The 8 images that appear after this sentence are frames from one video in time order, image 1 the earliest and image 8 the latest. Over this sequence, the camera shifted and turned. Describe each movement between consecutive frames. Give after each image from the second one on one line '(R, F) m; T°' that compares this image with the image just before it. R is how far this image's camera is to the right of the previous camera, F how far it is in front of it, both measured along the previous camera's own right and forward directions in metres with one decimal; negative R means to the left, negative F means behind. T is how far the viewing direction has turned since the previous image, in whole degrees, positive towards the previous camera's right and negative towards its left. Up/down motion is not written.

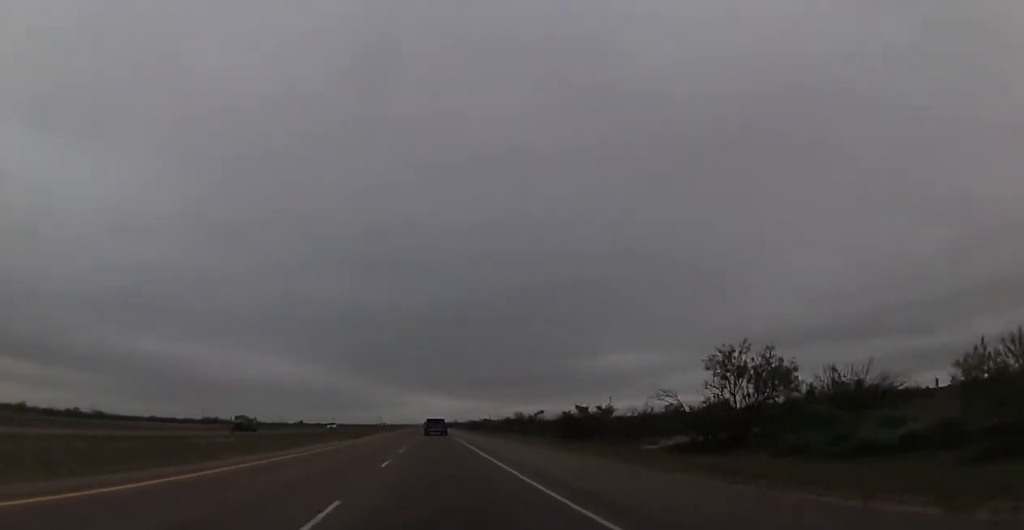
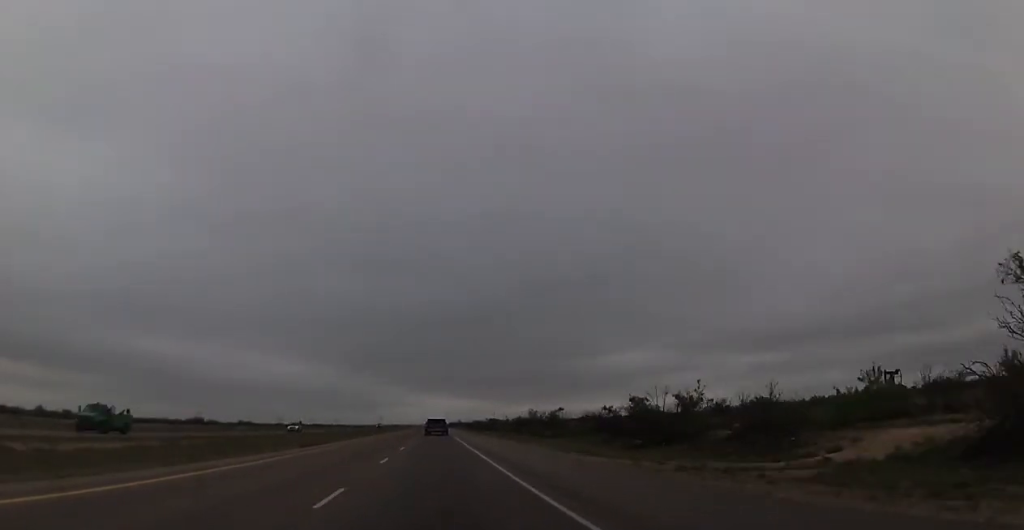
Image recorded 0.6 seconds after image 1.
(-0.1, +22.1) m; 0°
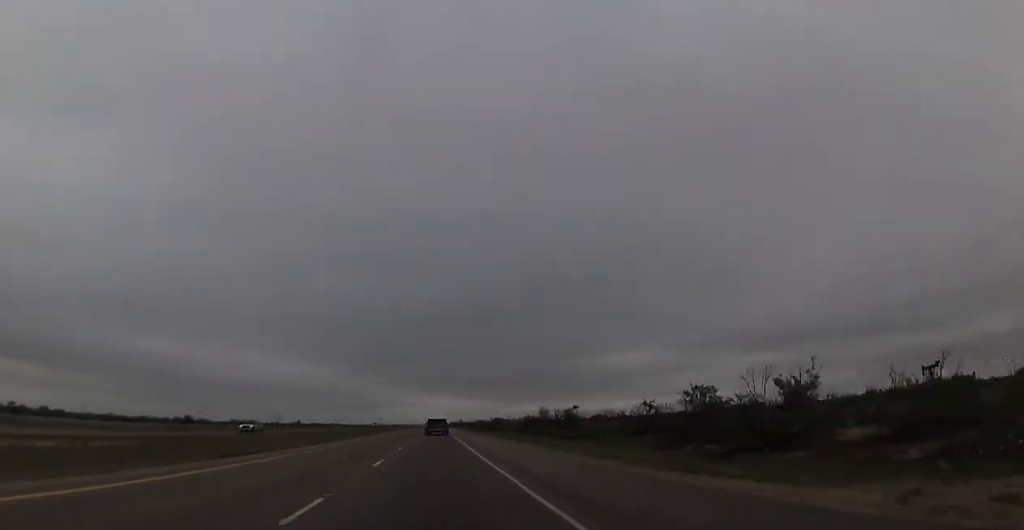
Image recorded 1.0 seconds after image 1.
(-0.1, +14.0) m; 0°
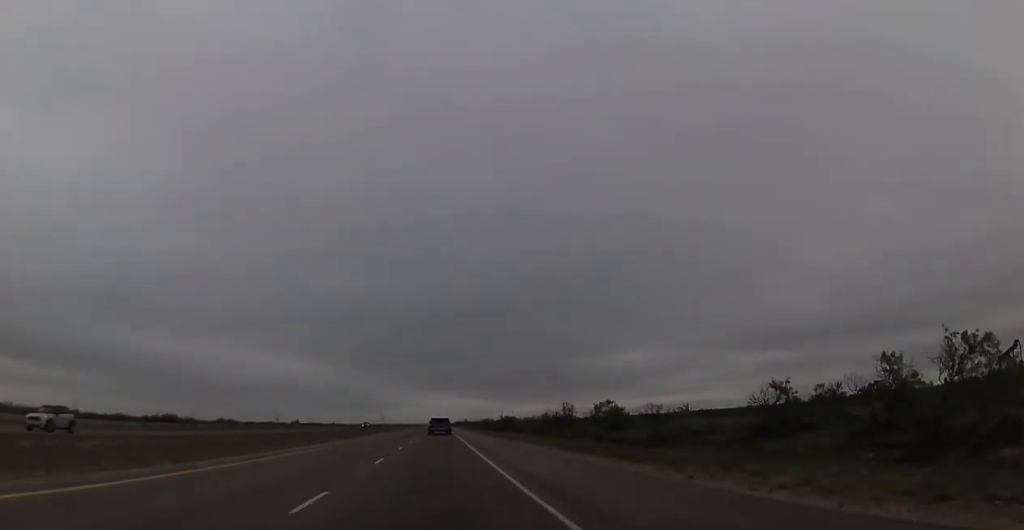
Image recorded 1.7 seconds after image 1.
(0.0, +23.3) m; 0°
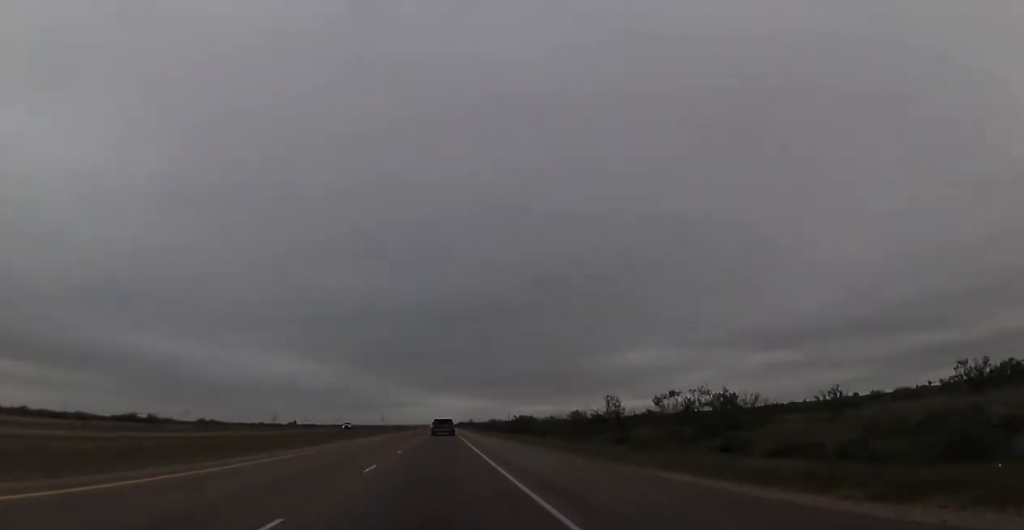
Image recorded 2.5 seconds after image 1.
(+0.1, +27.9) m; 0°
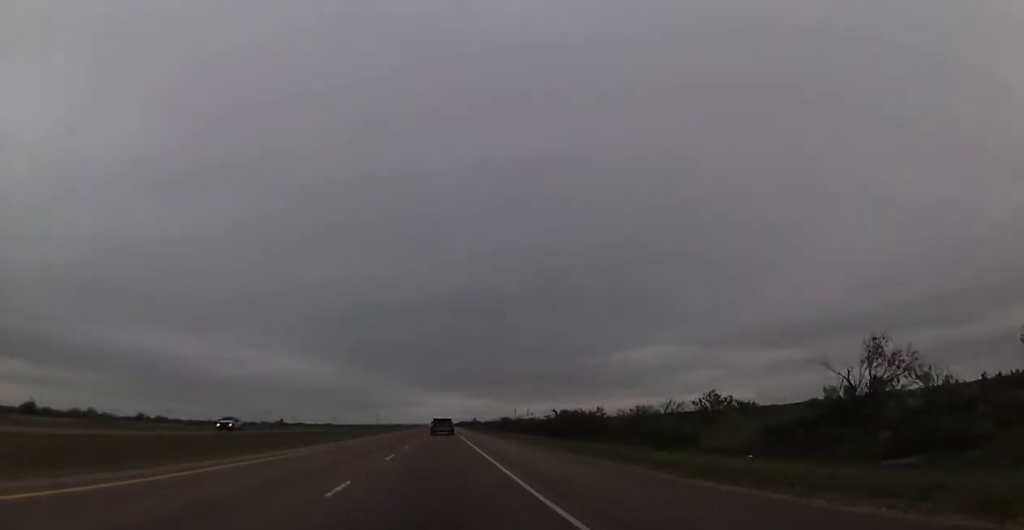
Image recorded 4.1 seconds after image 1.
(0.0, +54.8) m; 0°
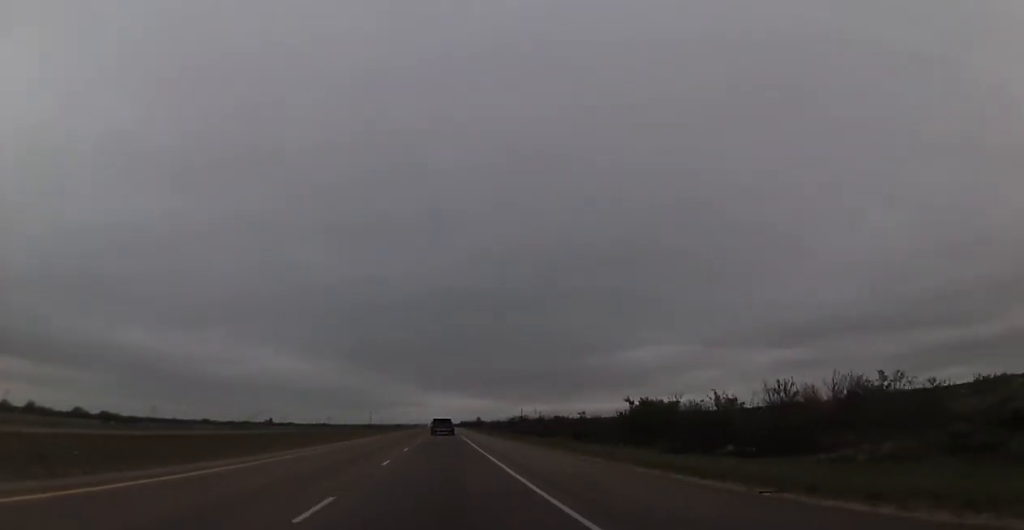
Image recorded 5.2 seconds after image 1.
(-0.1, +39.7) m; -1°
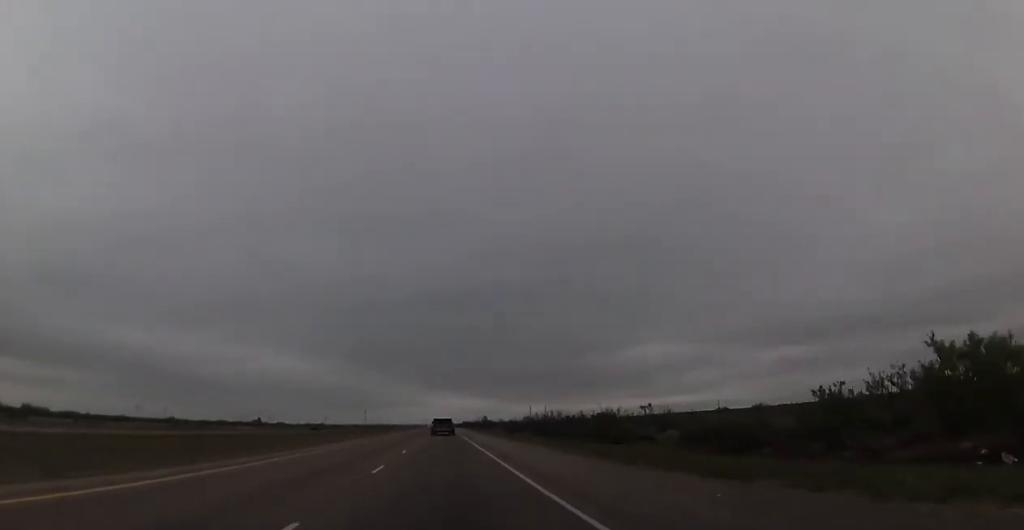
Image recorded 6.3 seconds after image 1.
(-0.2, +39.7) m; 0°
